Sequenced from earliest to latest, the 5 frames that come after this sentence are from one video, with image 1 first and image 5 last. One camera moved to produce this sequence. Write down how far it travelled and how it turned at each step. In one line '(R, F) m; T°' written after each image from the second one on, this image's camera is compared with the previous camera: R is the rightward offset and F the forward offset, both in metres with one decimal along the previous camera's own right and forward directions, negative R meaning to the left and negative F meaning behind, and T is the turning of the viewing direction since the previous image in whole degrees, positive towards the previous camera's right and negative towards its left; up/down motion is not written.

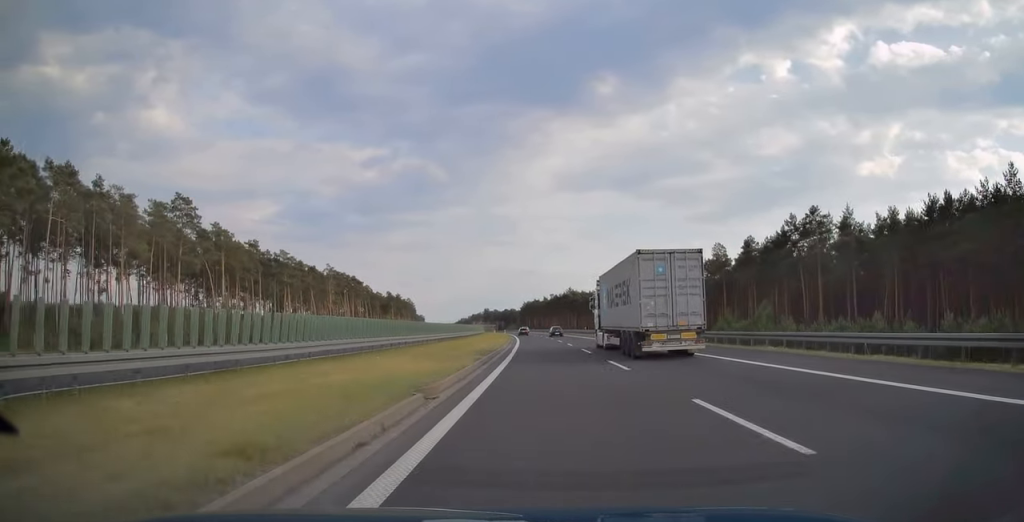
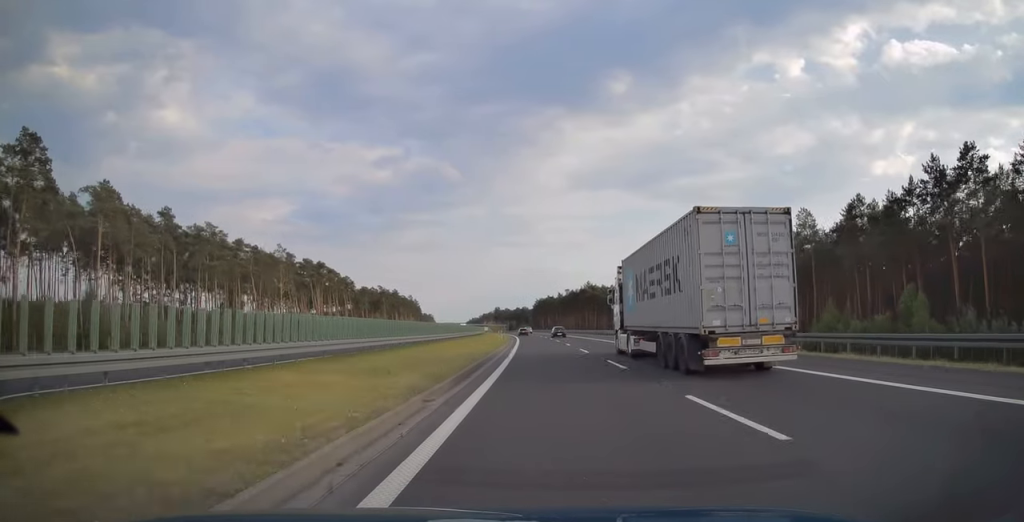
(-0.5, +35.4) m; -1°
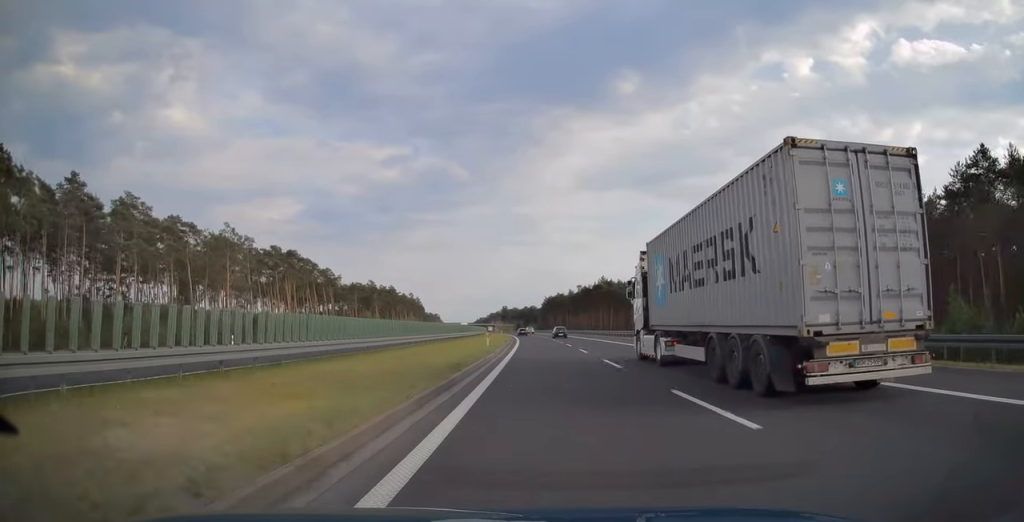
(-0.2, +23.4) m; -1°
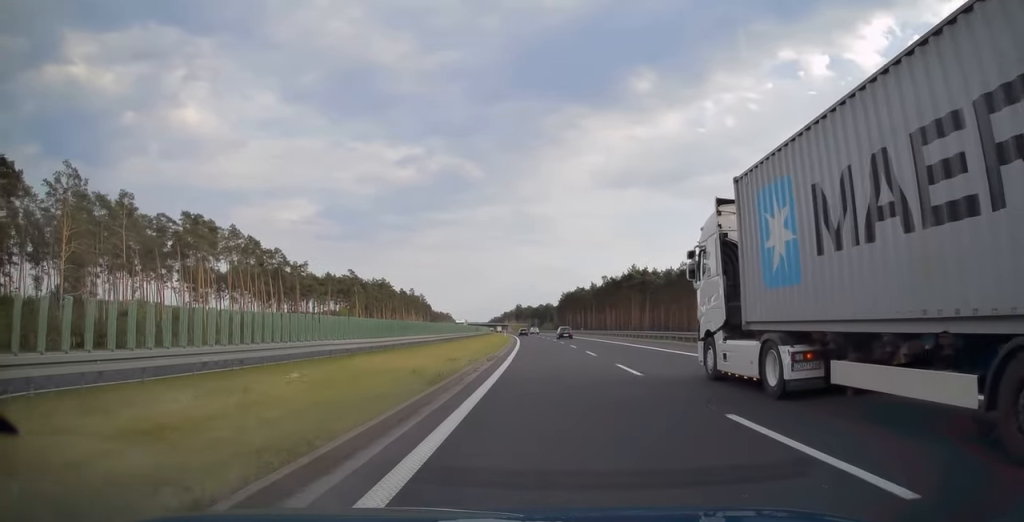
(-0.5, +39.2) m; -1°
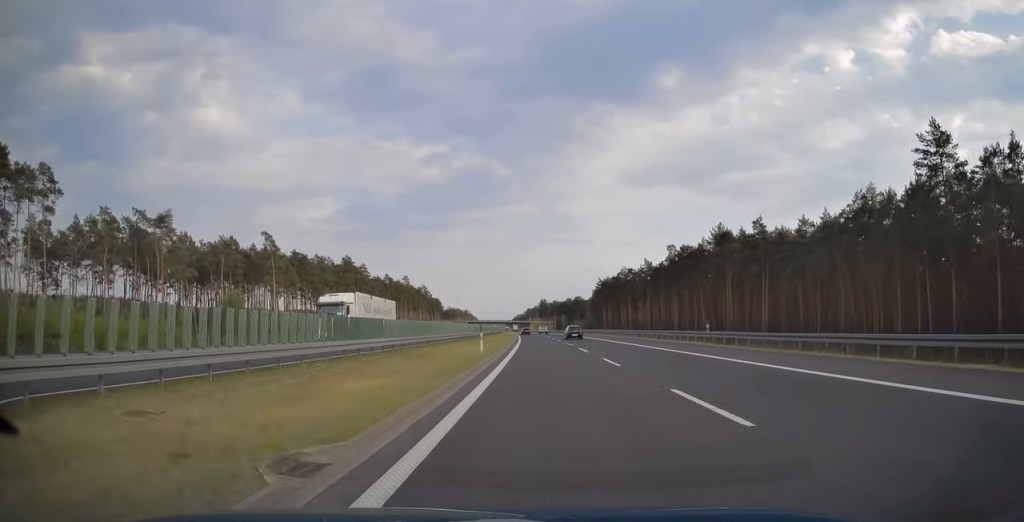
(-1.6, +68.6) m; -3°
